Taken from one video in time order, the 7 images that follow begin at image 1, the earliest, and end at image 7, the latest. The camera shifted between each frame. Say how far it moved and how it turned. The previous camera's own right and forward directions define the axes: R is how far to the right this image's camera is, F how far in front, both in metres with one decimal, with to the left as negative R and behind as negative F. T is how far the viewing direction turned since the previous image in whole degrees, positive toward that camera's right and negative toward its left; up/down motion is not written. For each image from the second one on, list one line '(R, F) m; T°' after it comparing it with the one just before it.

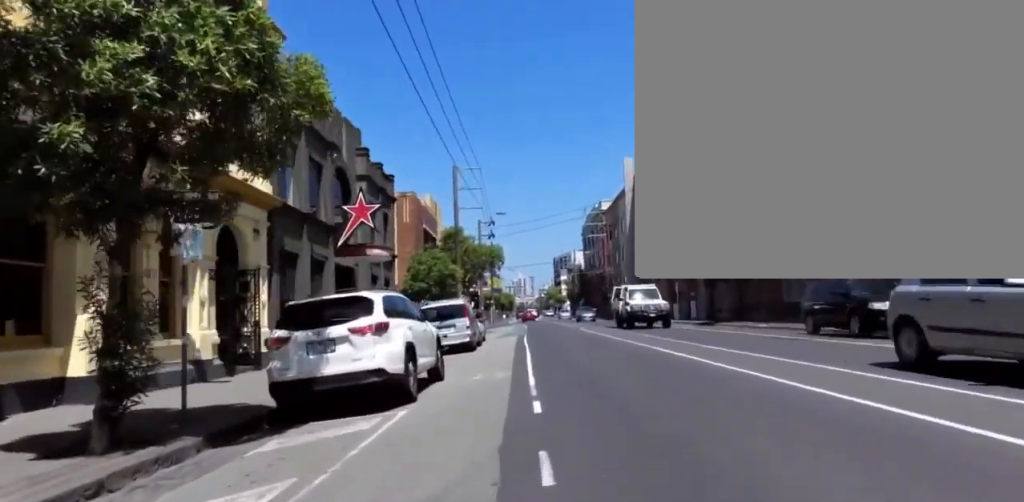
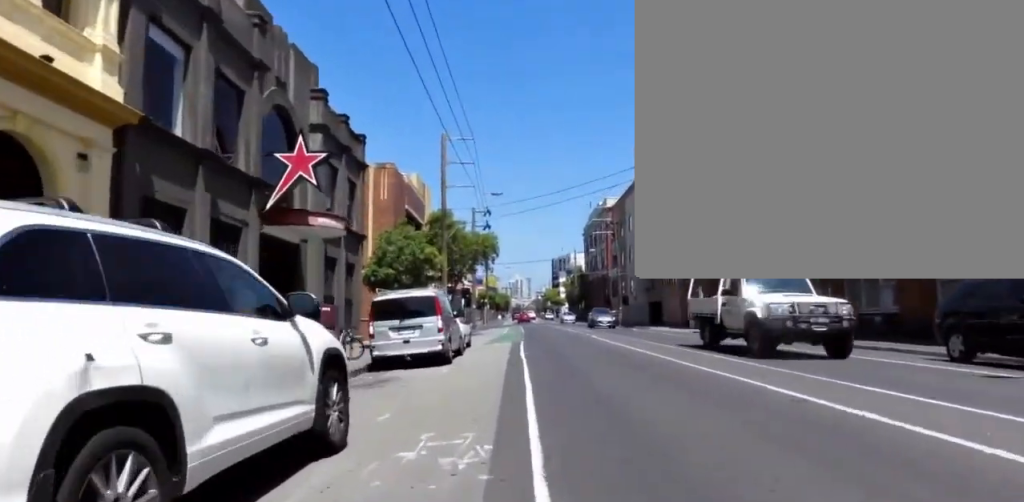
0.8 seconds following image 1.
(-0.4, +6.5) m; 0°
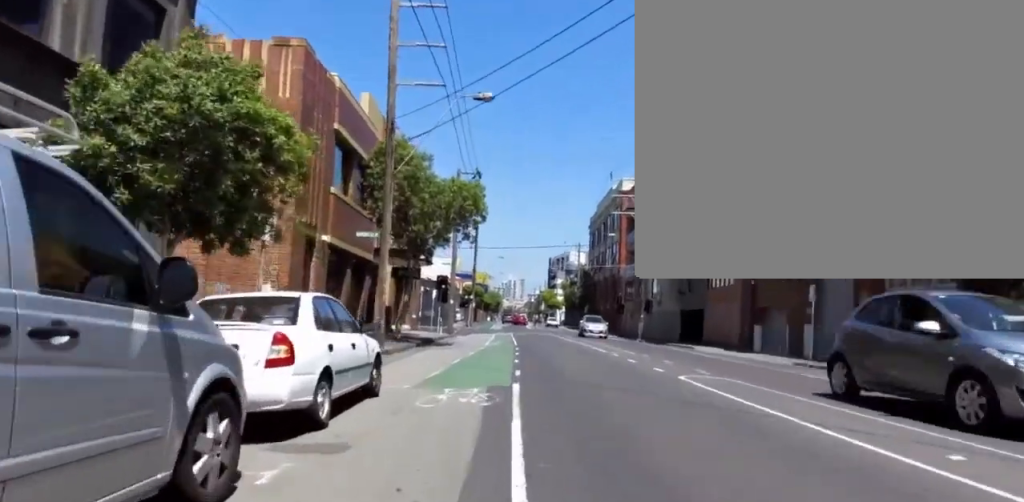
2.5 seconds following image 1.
(-0.1, +14.5) m; -1°
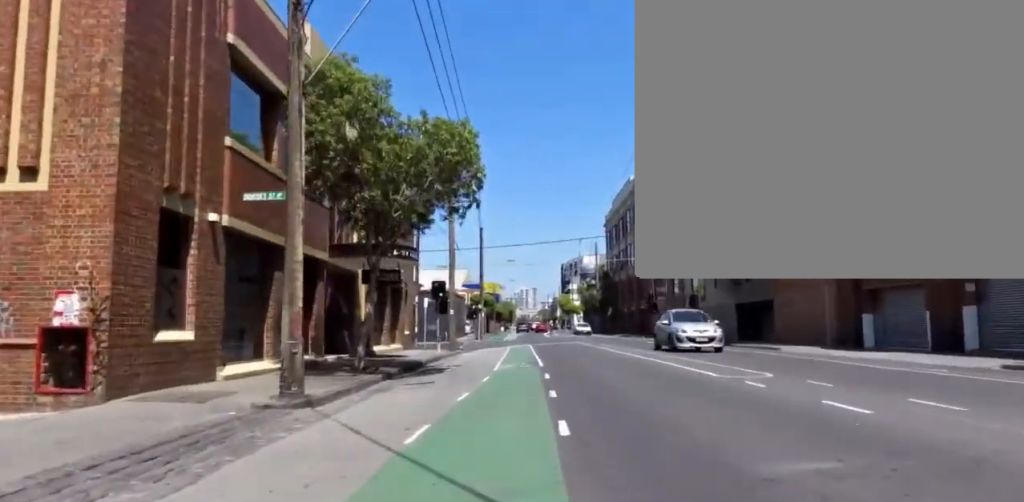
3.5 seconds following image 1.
(+1.0, +9.4) m; -1°
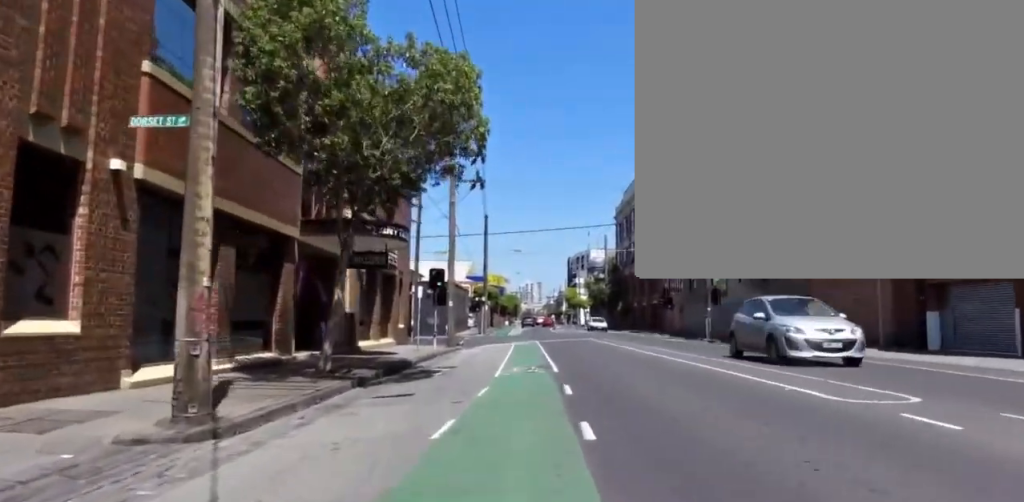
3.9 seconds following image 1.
(-0.4, +3.6) m; 0°
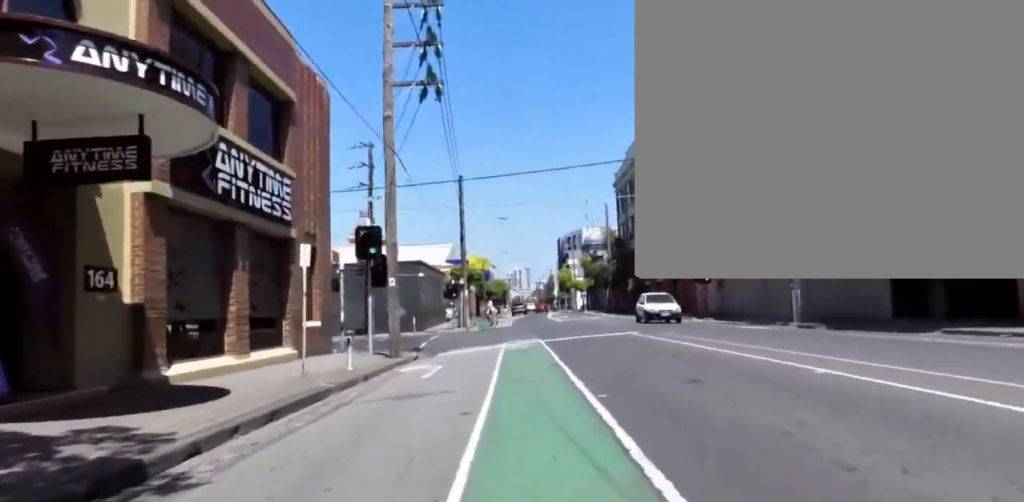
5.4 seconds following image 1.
(+0.2, +13.3) m; 0°
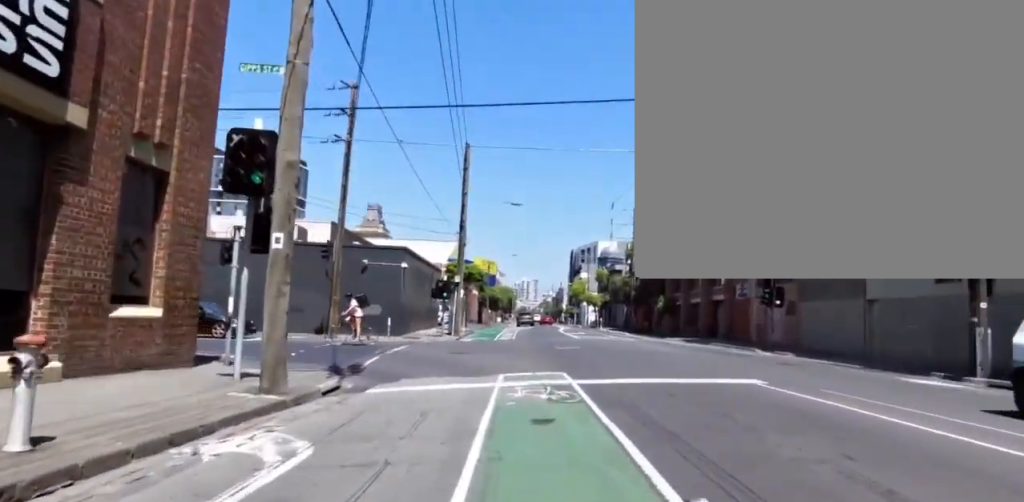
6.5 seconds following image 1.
(-0.8, +9.9) m; -6°
